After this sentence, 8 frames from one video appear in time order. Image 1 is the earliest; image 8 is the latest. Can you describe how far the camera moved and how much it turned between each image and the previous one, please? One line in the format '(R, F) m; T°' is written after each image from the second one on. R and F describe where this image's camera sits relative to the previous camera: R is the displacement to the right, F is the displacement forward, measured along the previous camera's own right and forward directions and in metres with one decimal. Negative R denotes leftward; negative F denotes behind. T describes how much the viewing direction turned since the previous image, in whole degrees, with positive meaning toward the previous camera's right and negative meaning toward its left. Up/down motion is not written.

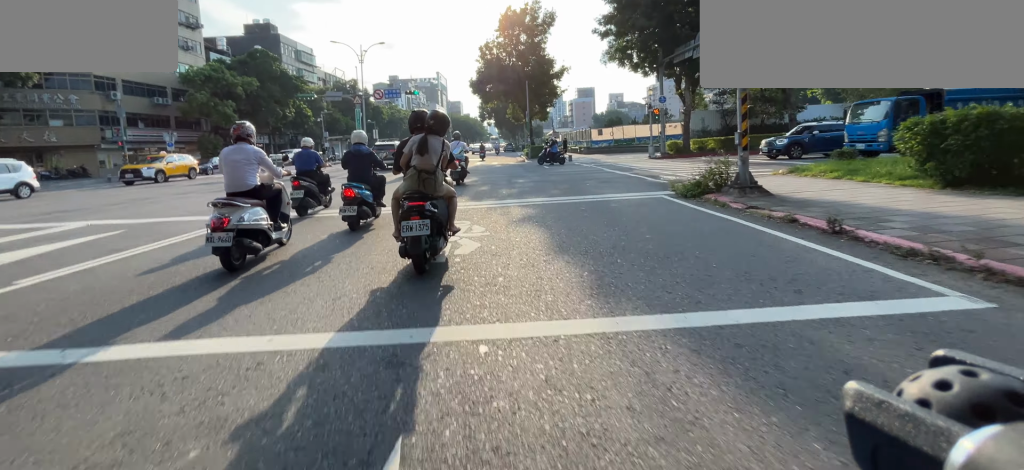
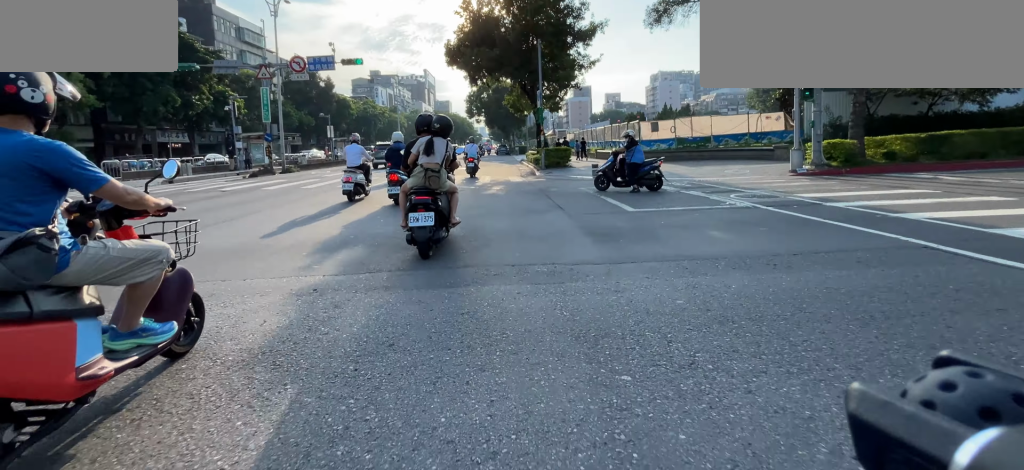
(+0.5, +11.6) m; +4°
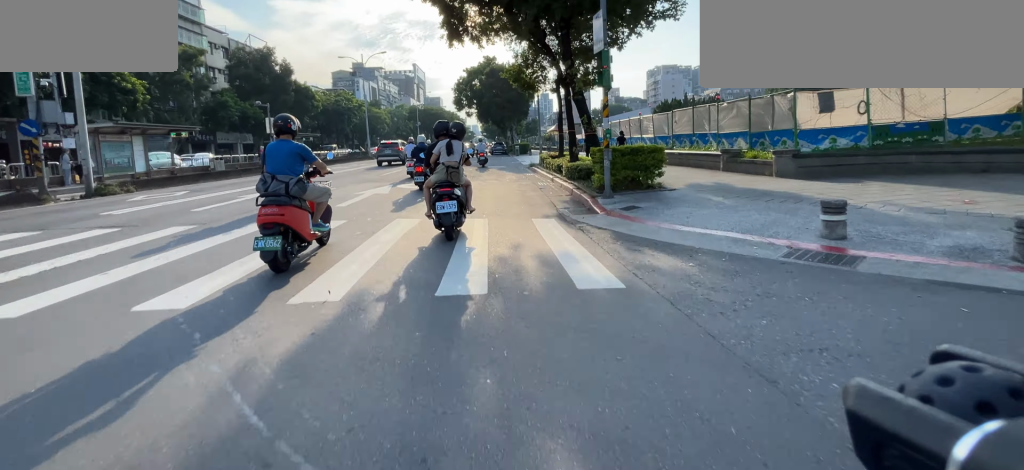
(+0.1, +13.3) m; 0°
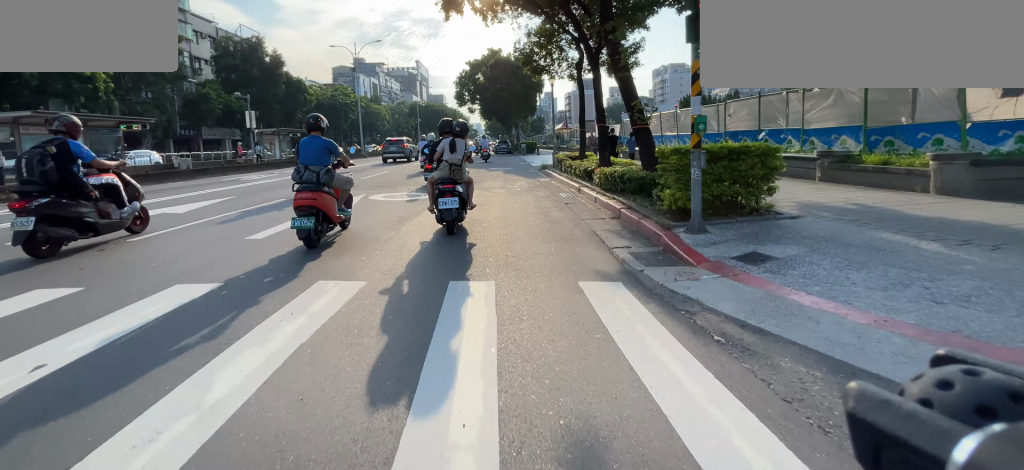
(0.0, +4.2) m; -1°
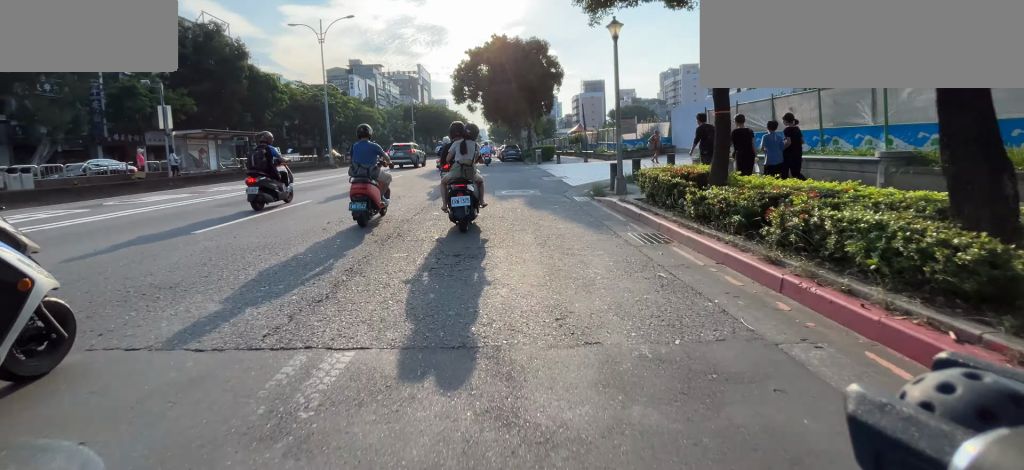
(-0.2, +11.7) m; -10°
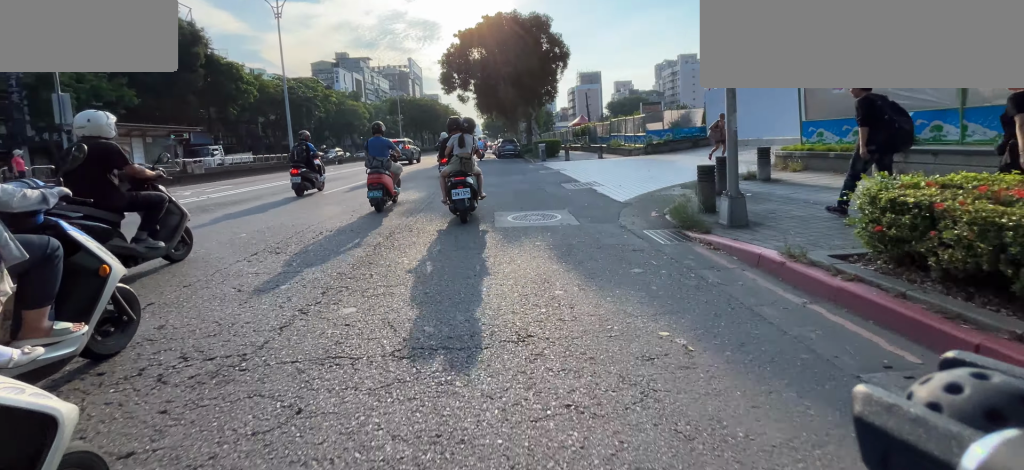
(-1.0, +6.0) m; -7°
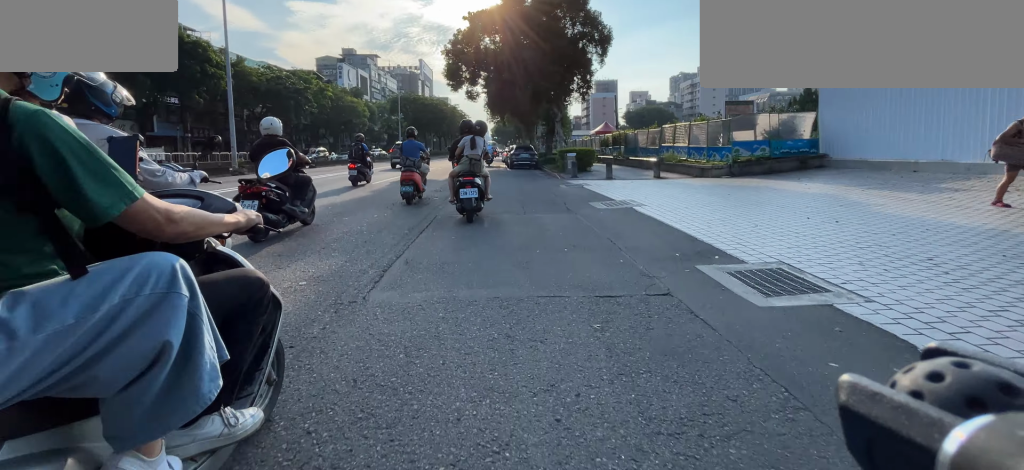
(-0.7, +8.2) m; -3°
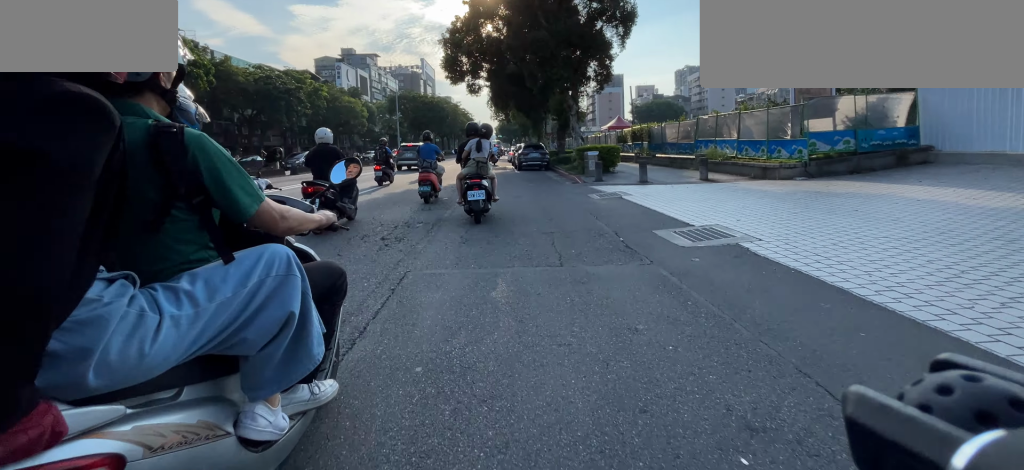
(-0.3, +3.9) m; +2°
